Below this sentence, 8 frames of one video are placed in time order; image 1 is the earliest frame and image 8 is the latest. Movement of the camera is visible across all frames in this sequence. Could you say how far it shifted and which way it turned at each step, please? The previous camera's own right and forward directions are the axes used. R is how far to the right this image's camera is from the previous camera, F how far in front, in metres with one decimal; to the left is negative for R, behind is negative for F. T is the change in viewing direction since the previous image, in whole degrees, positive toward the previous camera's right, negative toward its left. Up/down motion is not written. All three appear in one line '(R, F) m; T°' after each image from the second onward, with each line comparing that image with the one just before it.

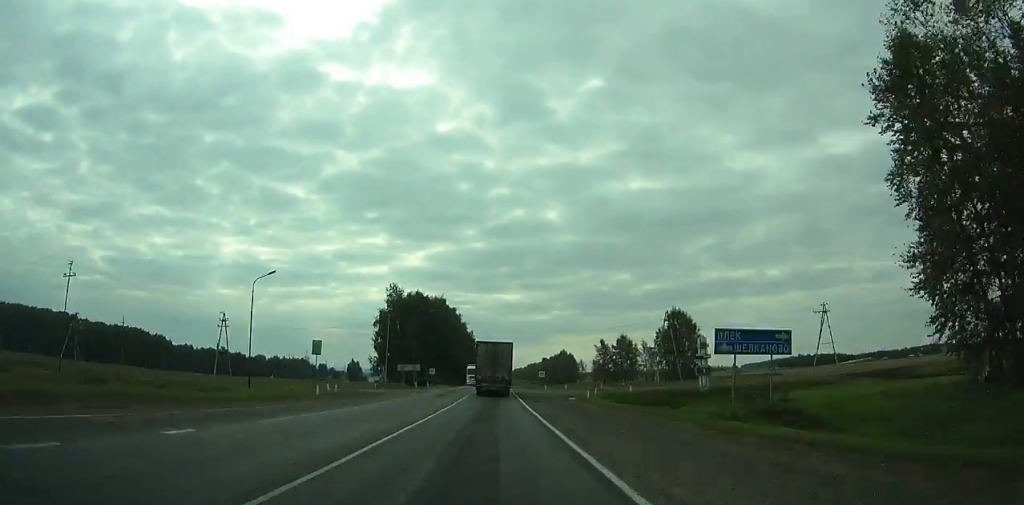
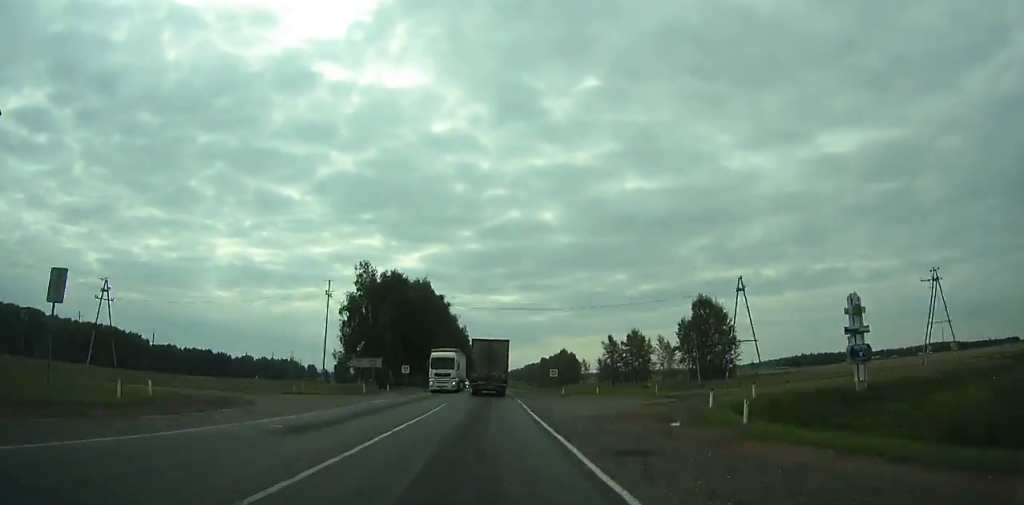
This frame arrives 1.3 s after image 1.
(0.0, +27.2) m; 0°
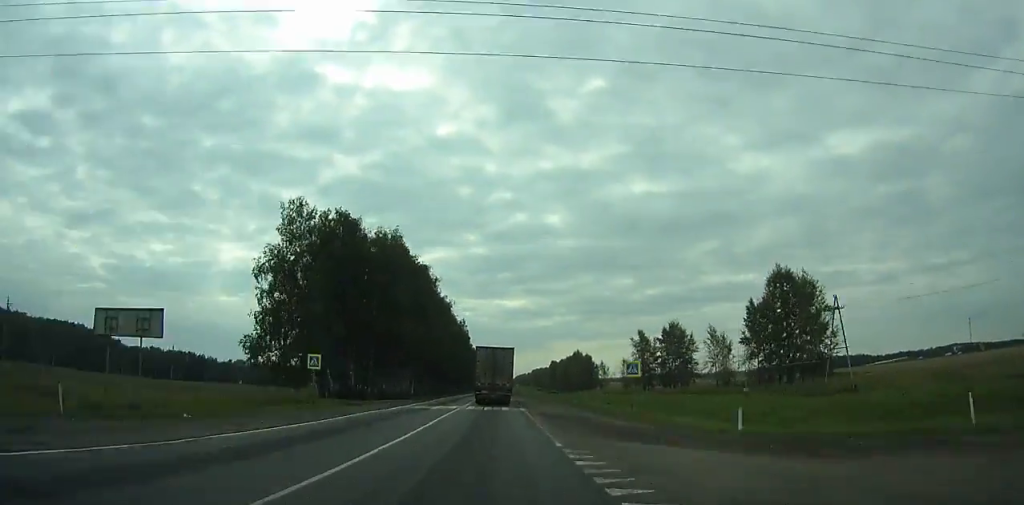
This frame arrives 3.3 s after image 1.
(+0.1, +41.6) m; 0°
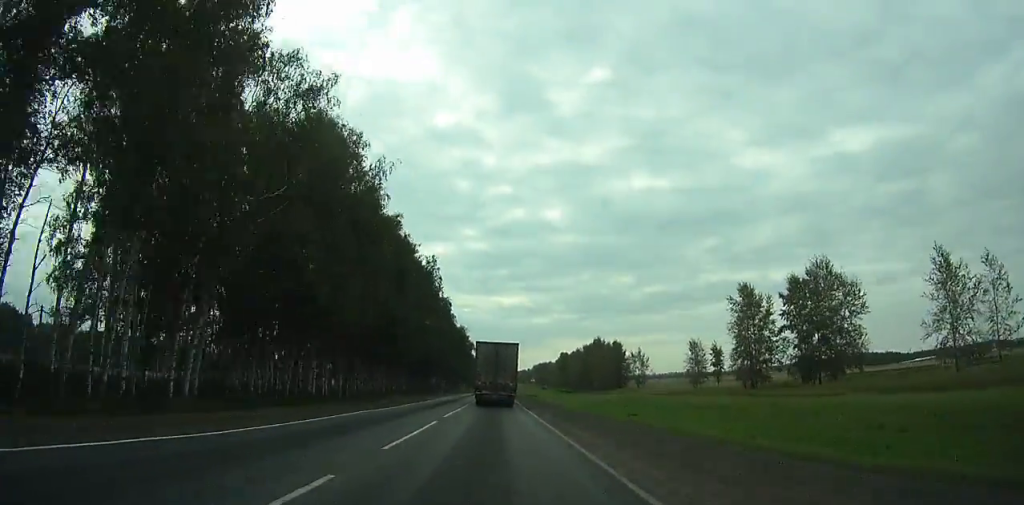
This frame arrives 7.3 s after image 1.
(0.0, +82.7) m; 0°
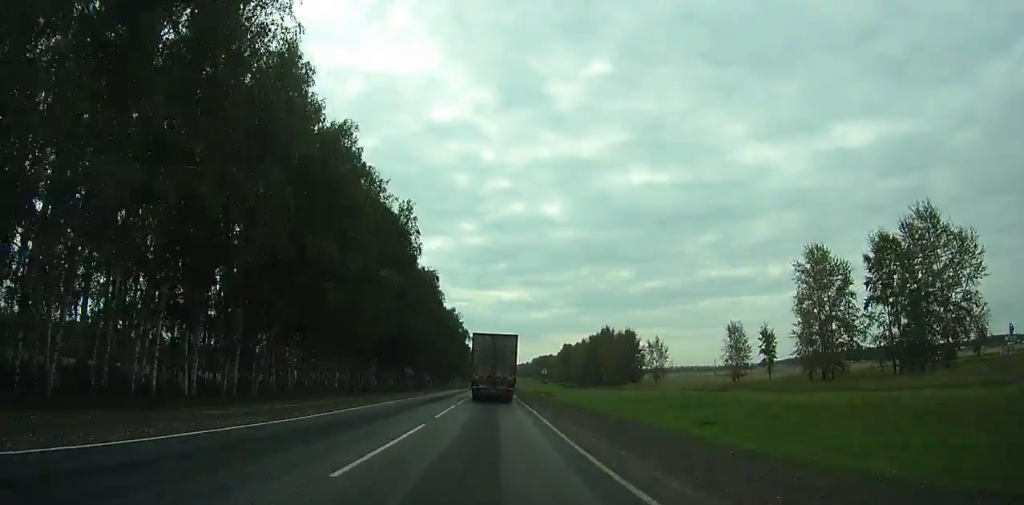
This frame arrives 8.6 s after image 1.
(+0.1, +26.4) m; 0°
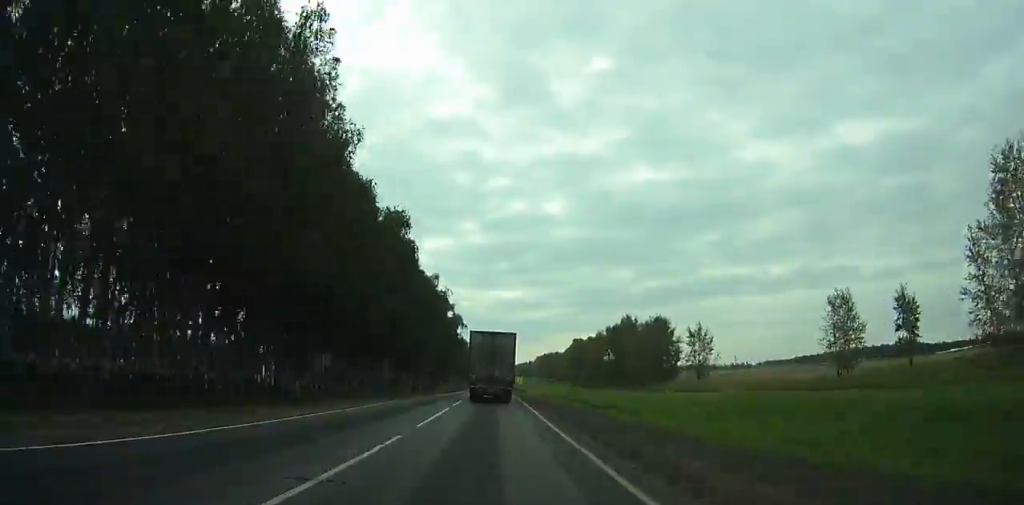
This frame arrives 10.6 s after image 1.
(+0.1, +40.5) m; 0°
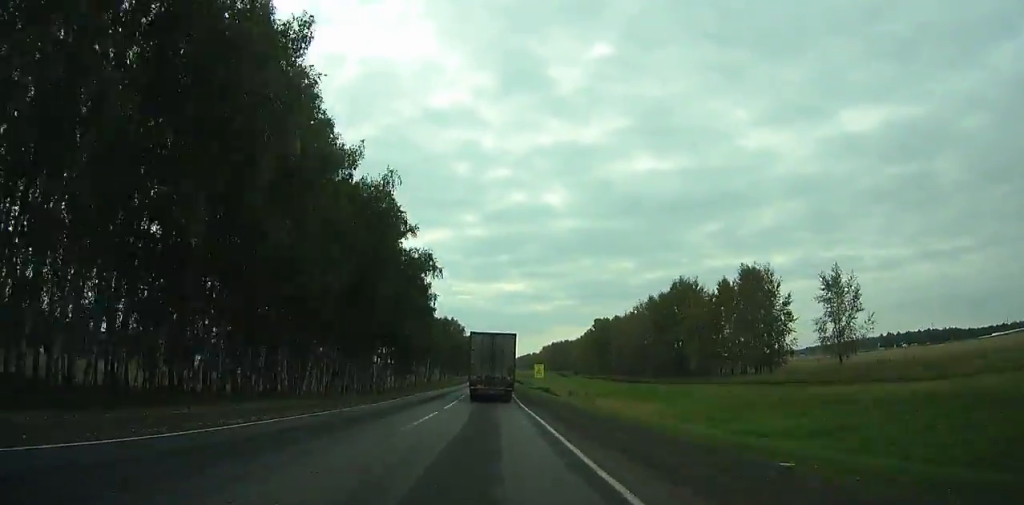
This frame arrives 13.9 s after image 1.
(-0.1, +65.9) m; 0°
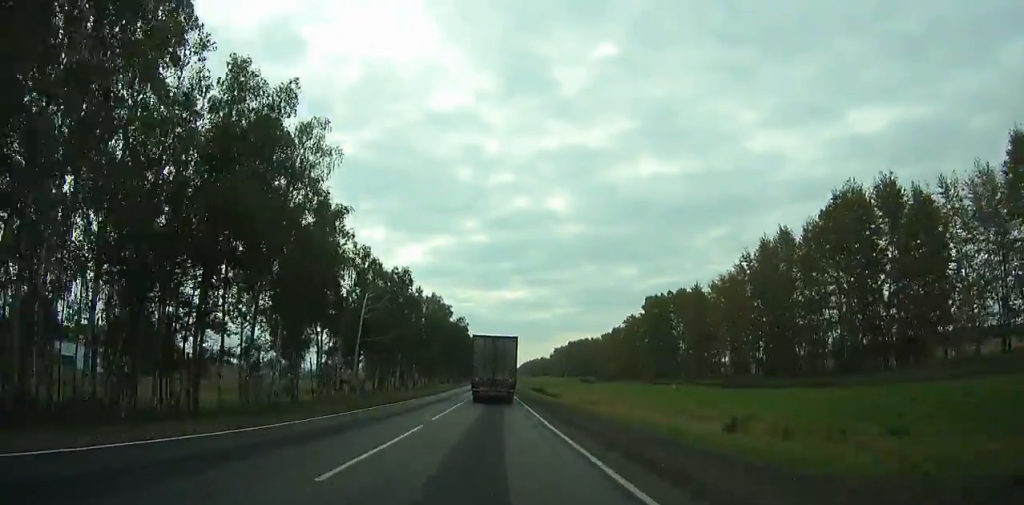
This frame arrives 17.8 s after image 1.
(-0.3, +78.1) m; 0°
